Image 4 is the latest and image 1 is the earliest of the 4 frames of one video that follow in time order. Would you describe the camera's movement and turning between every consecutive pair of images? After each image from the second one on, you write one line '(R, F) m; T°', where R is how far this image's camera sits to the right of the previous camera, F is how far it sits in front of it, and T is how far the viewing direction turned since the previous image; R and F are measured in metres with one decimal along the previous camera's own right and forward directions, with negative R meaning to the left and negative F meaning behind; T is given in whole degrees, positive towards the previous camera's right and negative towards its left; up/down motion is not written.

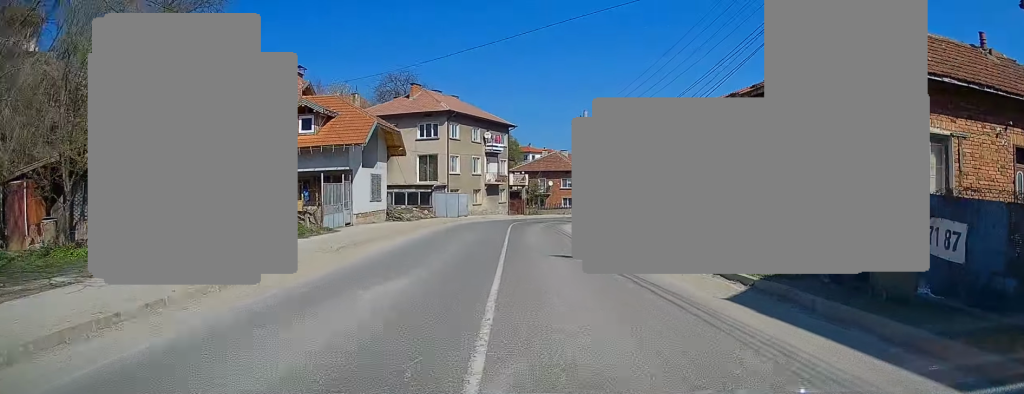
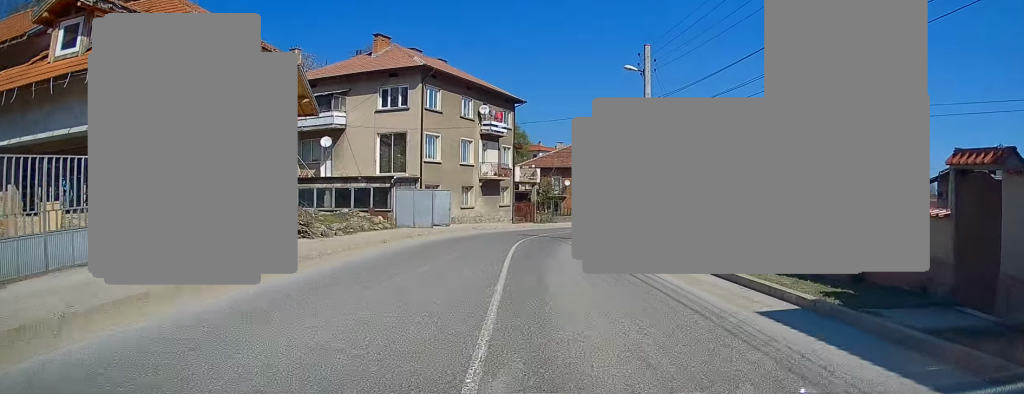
(-0.3, +18.0) m; +1°
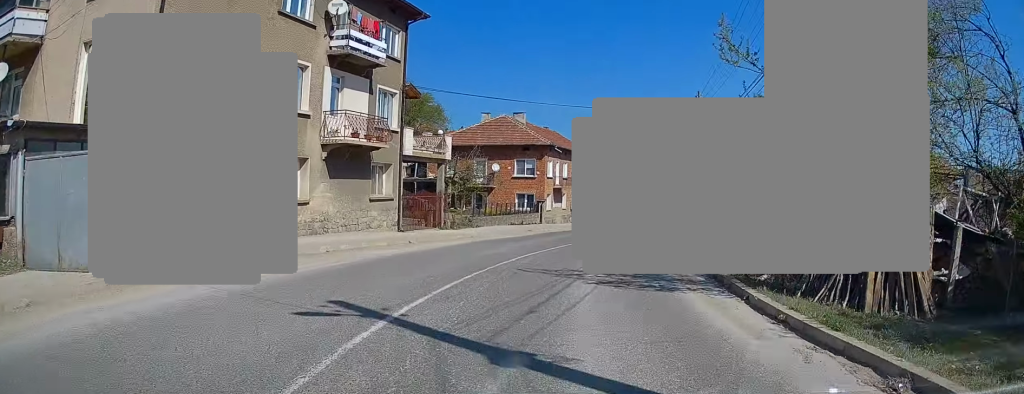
(+1.1, +21.7) m; +8°
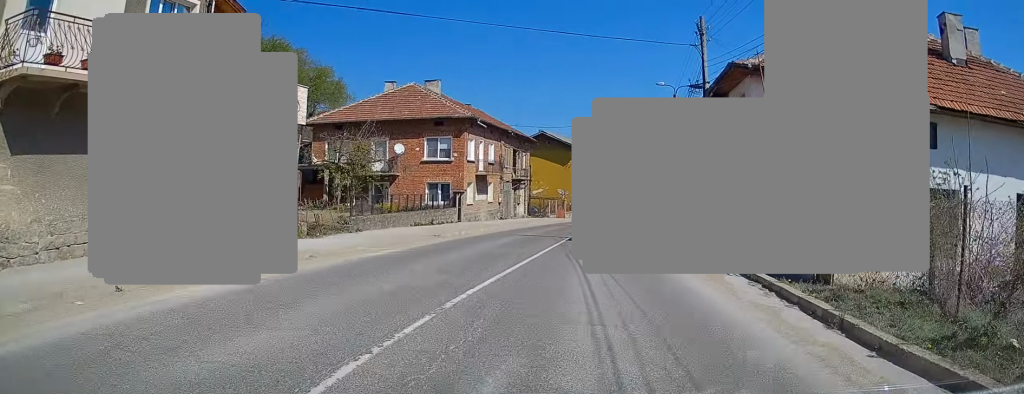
(+0.6, +11.6) m; +6°
